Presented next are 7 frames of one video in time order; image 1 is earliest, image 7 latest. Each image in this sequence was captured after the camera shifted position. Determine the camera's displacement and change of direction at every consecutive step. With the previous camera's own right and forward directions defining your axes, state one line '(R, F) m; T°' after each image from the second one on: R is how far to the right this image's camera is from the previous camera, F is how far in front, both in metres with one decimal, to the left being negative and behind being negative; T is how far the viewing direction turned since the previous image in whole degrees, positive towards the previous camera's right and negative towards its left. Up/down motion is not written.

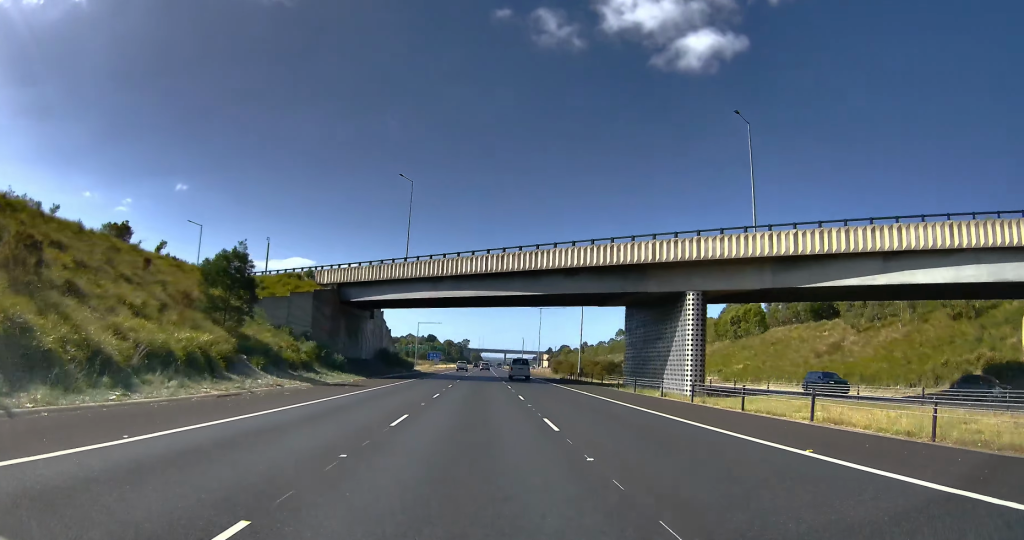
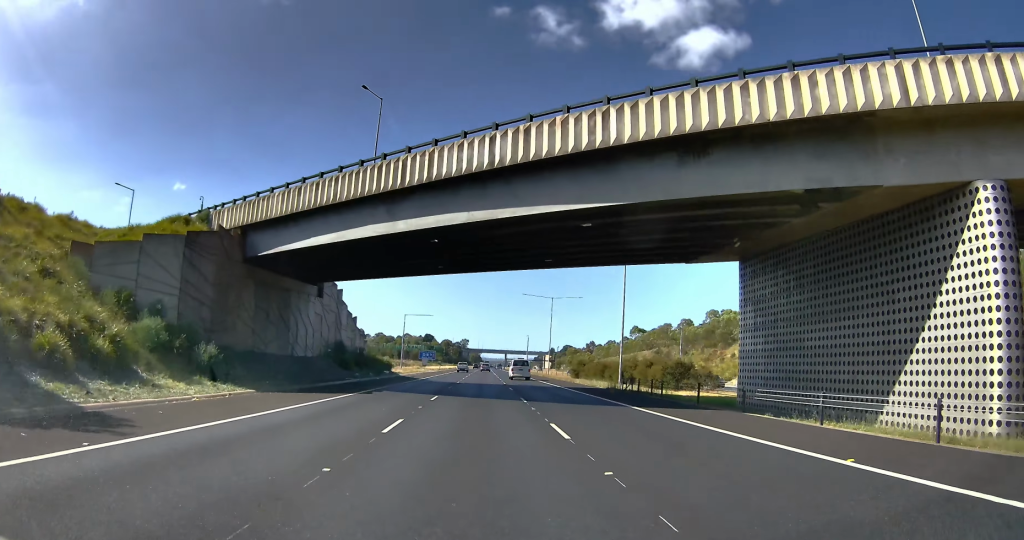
(+0.2, +19.9) m; +1°
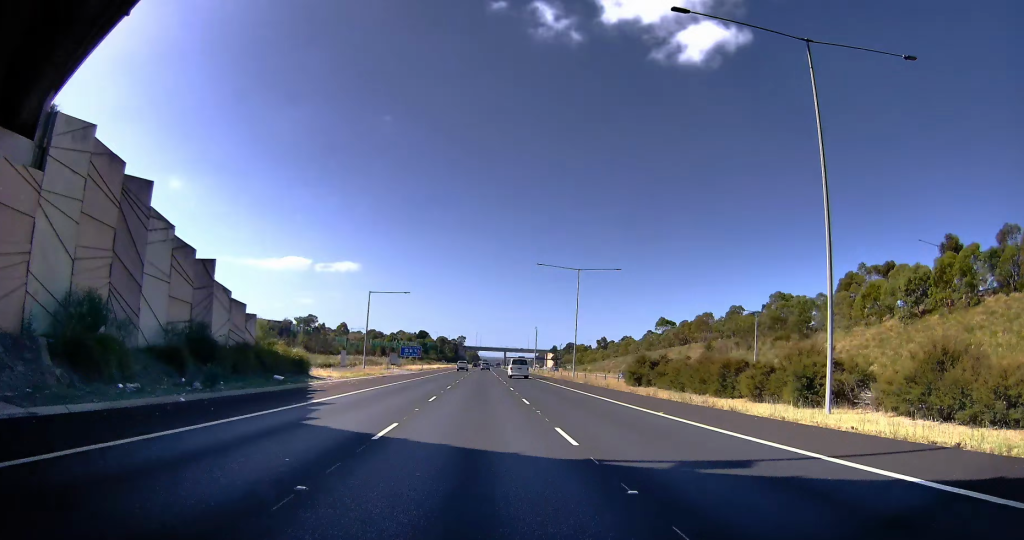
(+0.6, +27.0) m; +1°
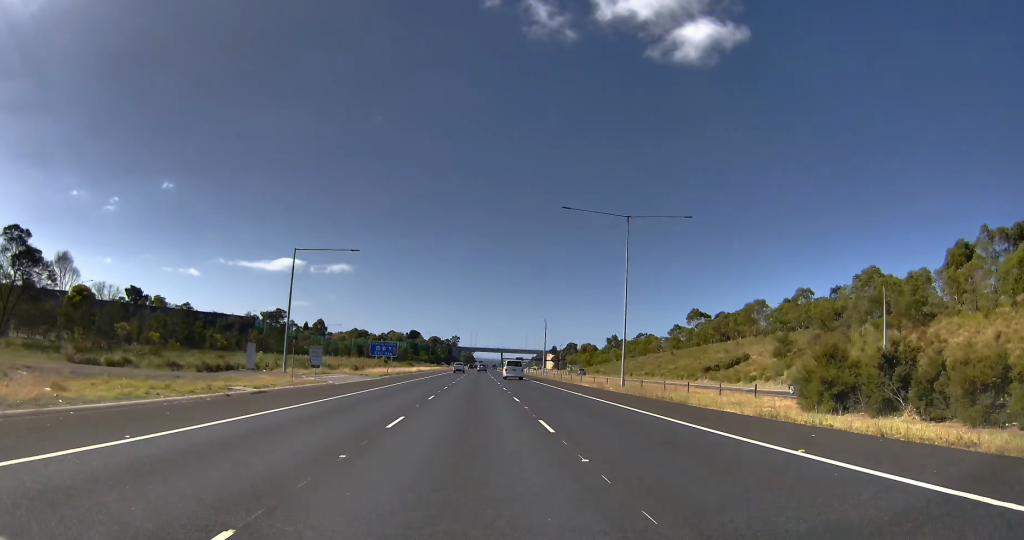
(-0.5, +27.6) m; -1°
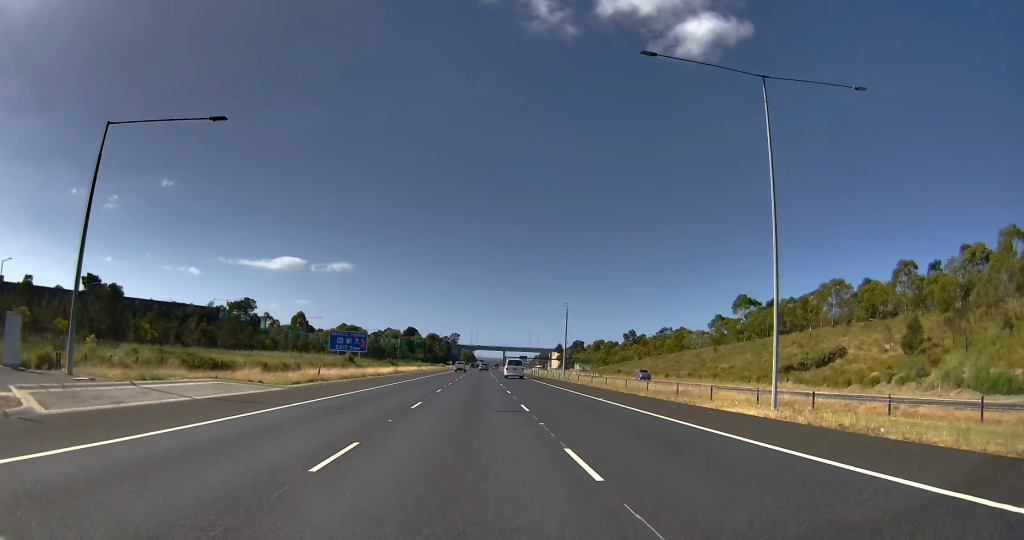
(0.0, +29.6) m; 0°
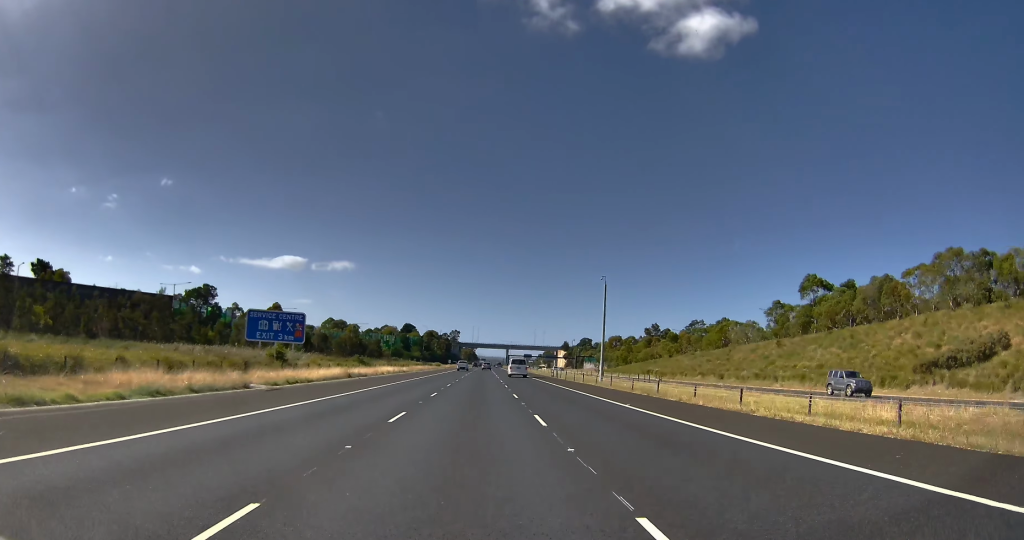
(-0.1, +33.4) m; 0°
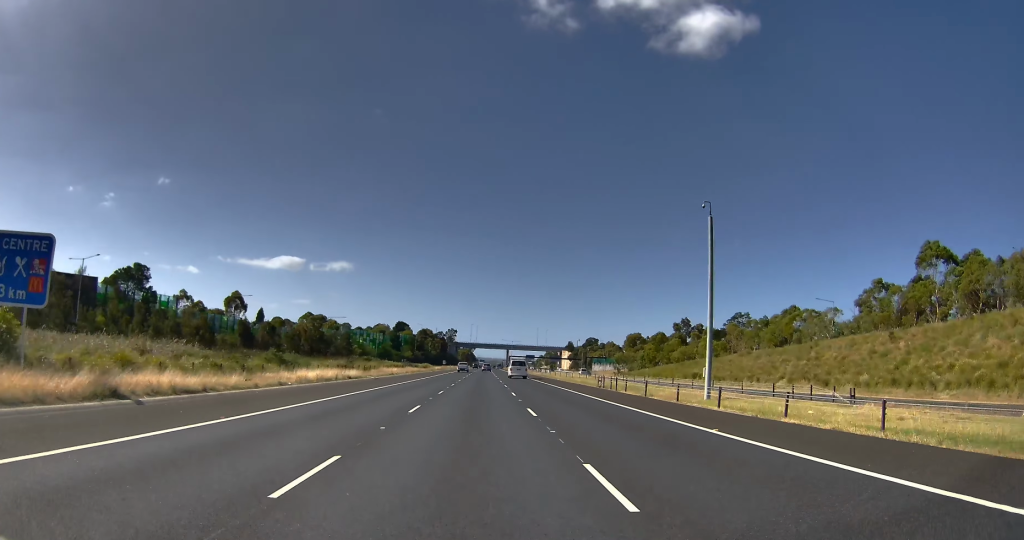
(+0.1, +41.3) m; 0°
